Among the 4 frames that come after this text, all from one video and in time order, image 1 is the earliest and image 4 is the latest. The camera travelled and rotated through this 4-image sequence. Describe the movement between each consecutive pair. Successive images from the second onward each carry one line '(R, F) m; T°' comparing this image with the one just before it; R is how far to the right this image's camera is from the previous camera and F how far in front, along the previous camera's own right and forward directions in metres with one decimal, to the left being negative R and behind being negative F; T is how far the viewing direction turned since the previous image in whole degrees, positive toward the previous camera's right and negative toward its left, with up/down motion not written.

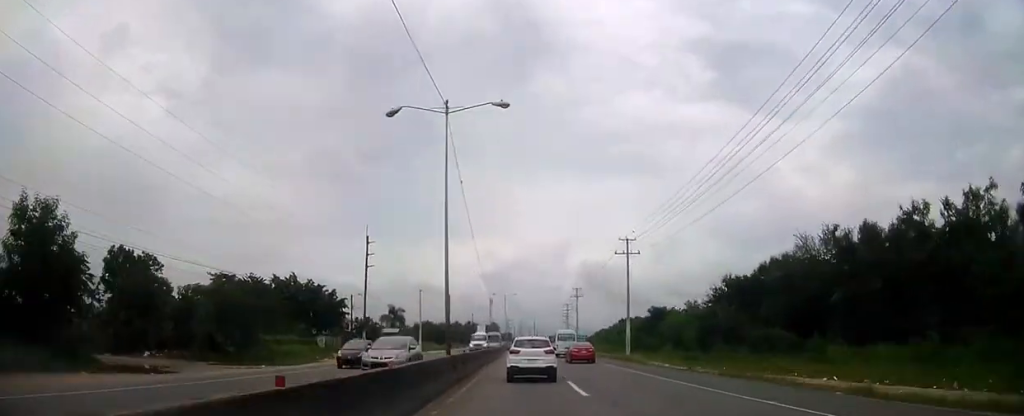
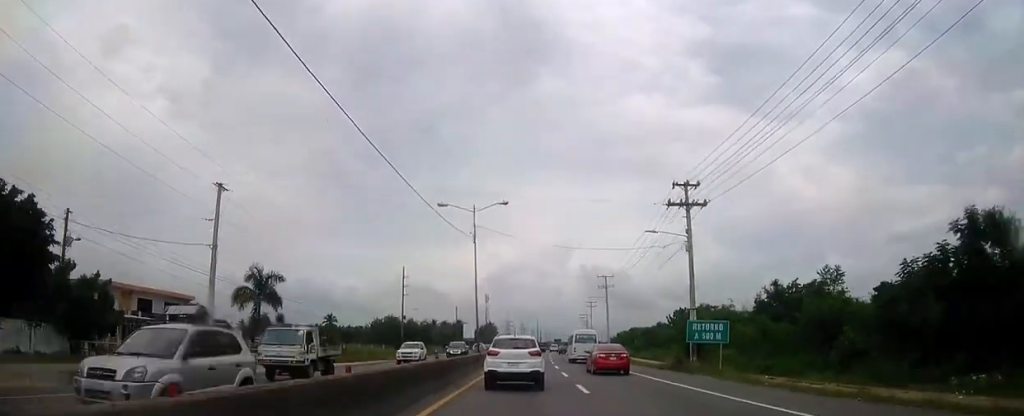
(+0.1, +72.1) m; +1°
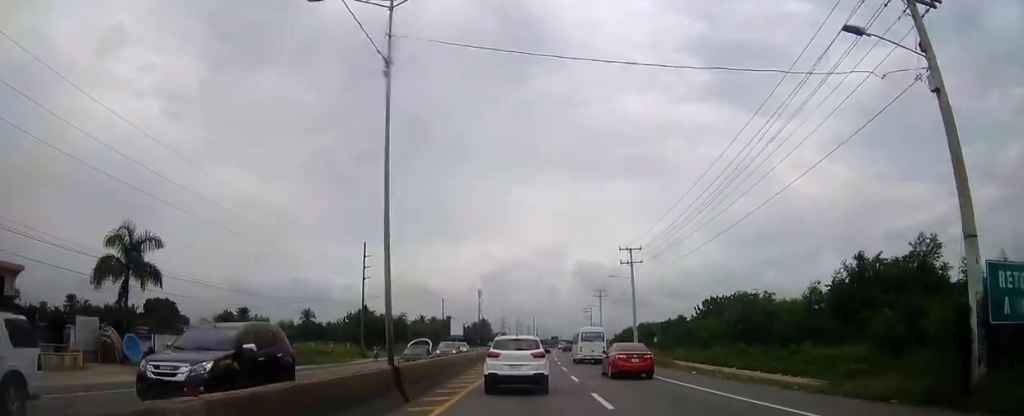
(0.0, +23.4) m; 0°
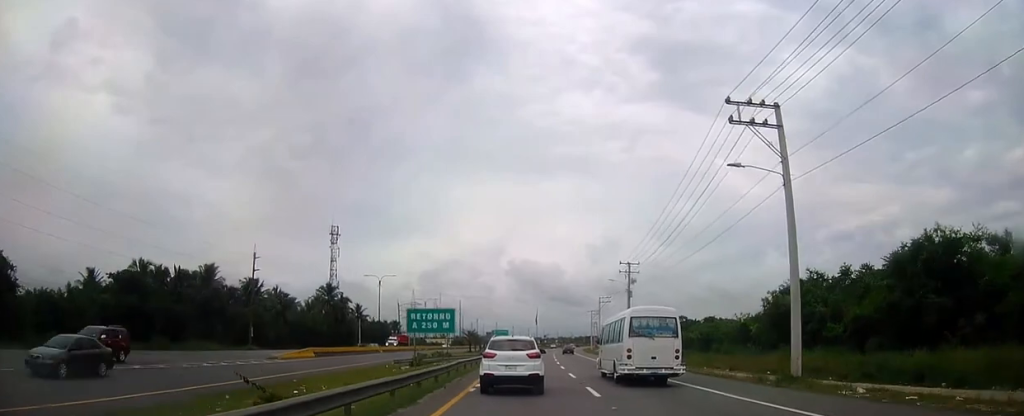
(+9.5, +194.6) m; +6°
